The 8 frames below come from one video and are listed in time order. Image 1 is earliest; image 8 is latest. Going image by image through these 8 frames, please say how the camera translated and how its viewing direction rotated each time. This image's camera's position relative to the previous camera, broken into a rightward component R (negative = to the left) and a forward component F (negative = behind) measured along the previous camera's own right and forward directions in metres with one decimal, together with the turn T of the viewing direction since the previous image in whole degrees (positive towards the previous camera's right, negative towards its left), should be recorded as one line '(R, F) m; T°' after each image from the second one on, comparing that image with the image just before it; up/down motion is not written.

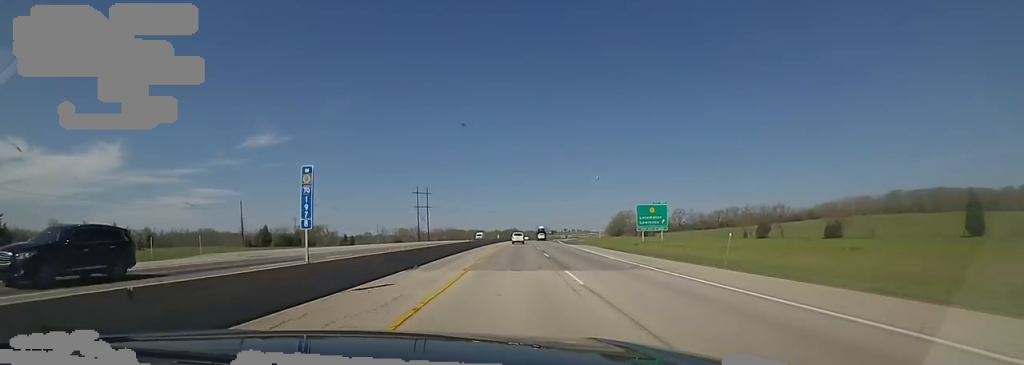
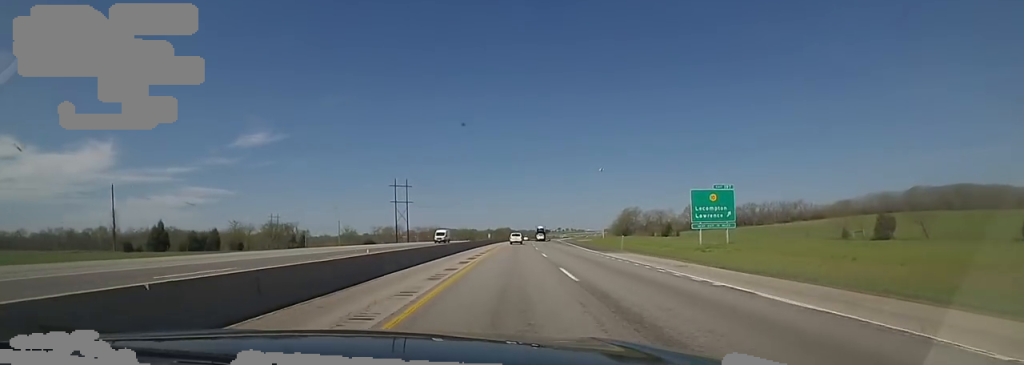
(+1.0, +30.0) m; 0°
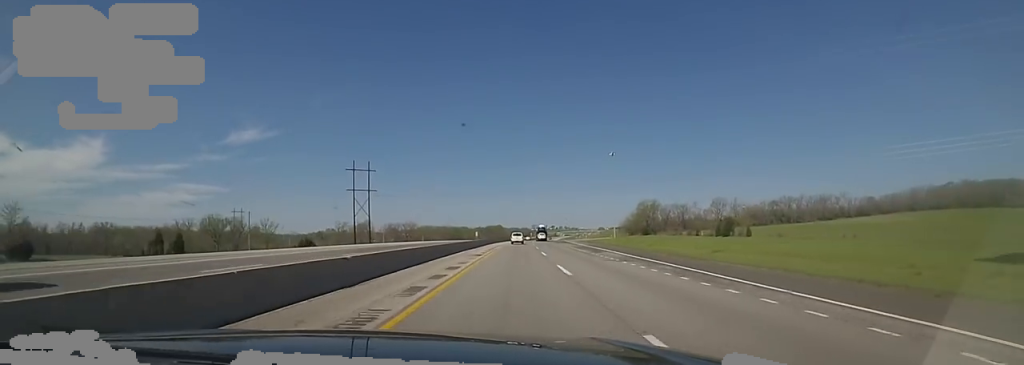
(-1.0, +43.3) m; +1°
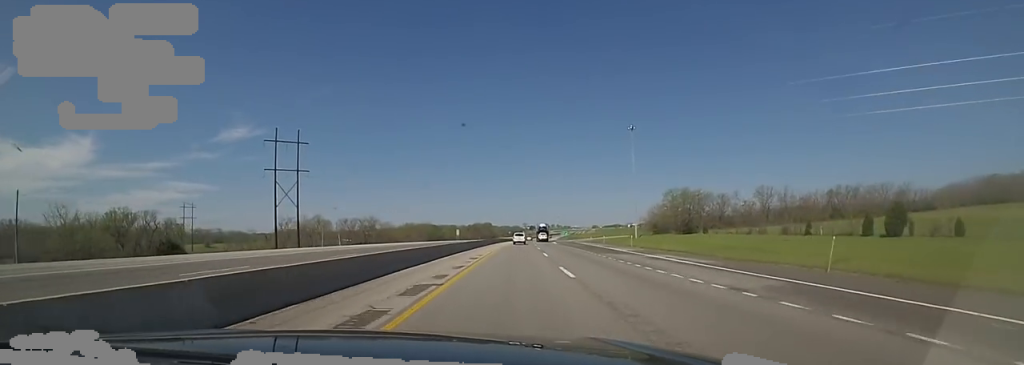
(+1.4, +46.5) m; +2°
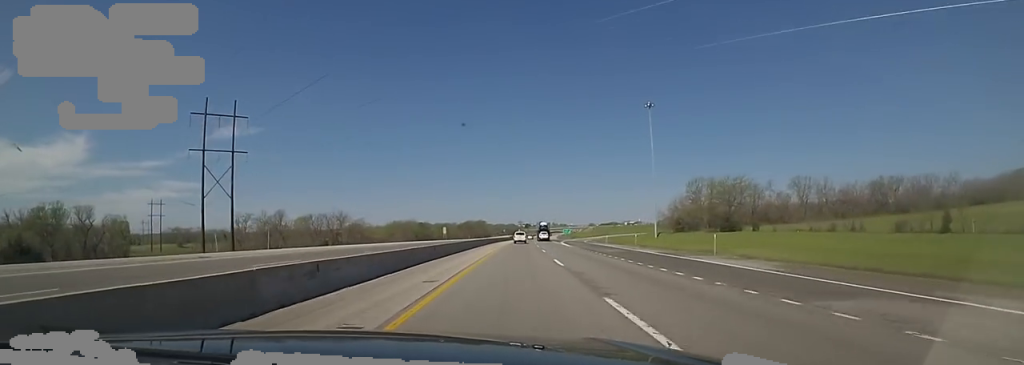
(0.0, +24.8) m; 0°
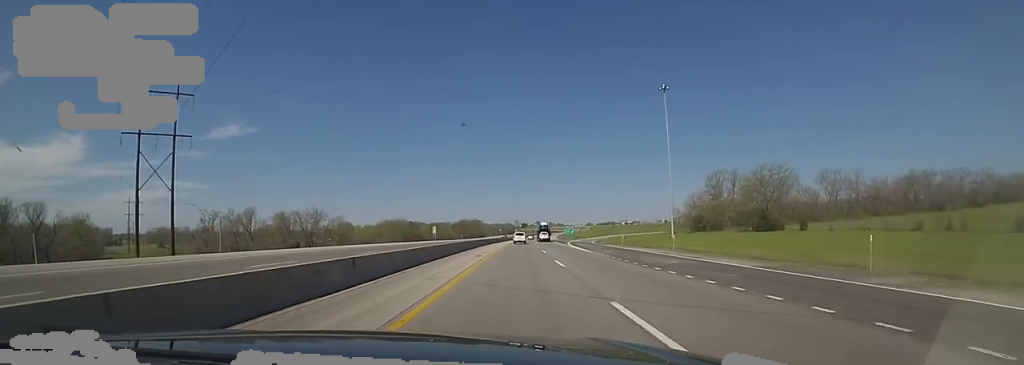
(0.0, +15.2) m; 0°
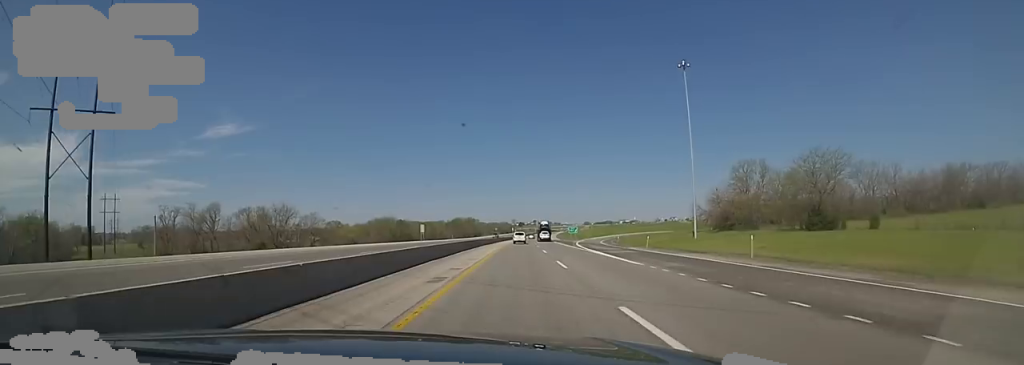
(0.0, +15.3) m; 0°
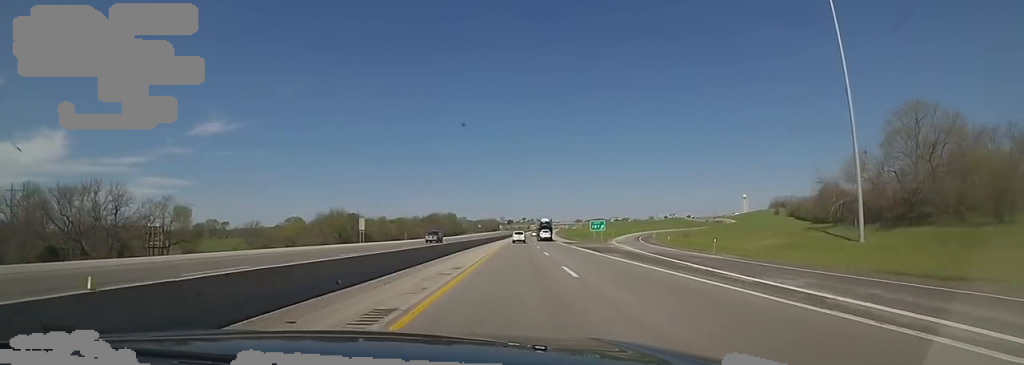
(+1.2, +48.4) m; +2°
